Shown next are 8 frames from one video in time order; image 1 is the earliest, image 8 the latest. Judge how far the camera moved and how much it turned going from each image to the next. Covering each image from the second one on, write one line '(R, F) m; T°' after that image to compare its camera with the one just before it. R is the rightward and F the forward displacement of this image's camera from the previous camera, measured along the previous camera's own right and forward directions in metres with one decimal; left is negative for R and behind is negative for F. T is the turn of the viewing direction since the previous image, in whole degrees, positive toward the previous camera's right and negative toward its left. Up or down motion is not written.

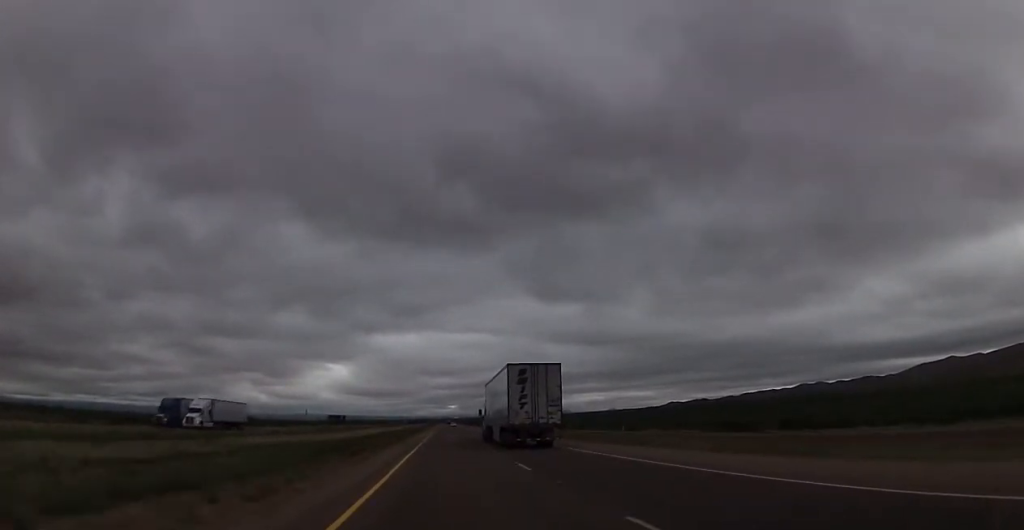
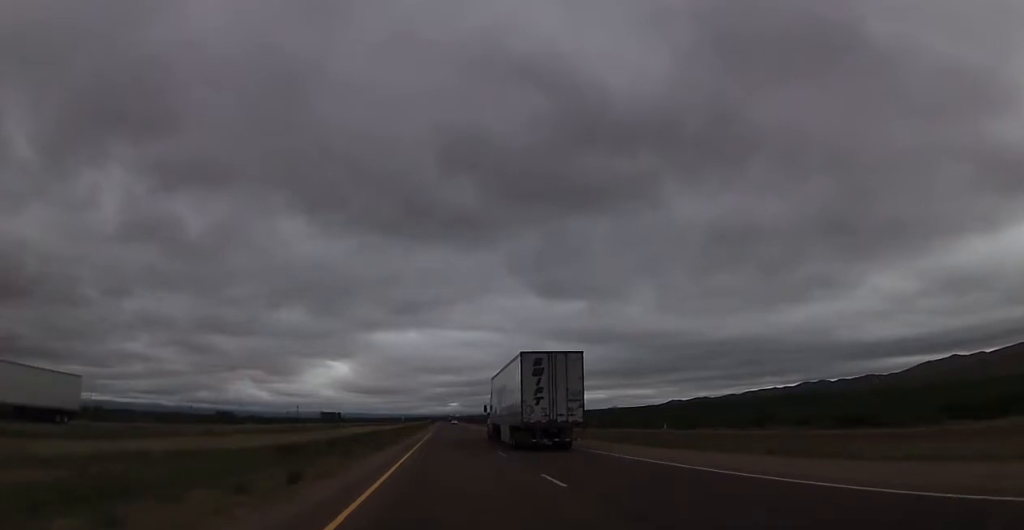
(+0.3, +29.3) m; +1°
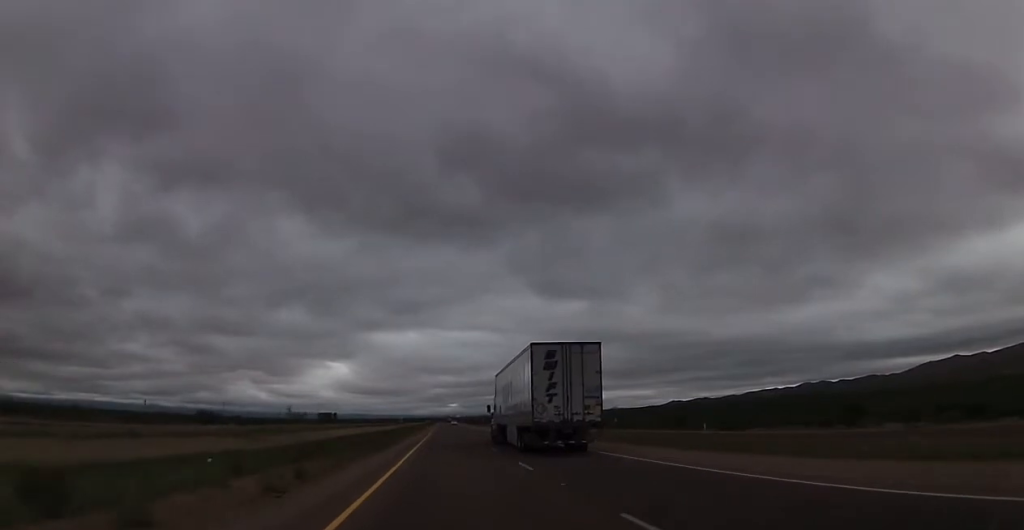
(0.0, +19.5) m; 0°
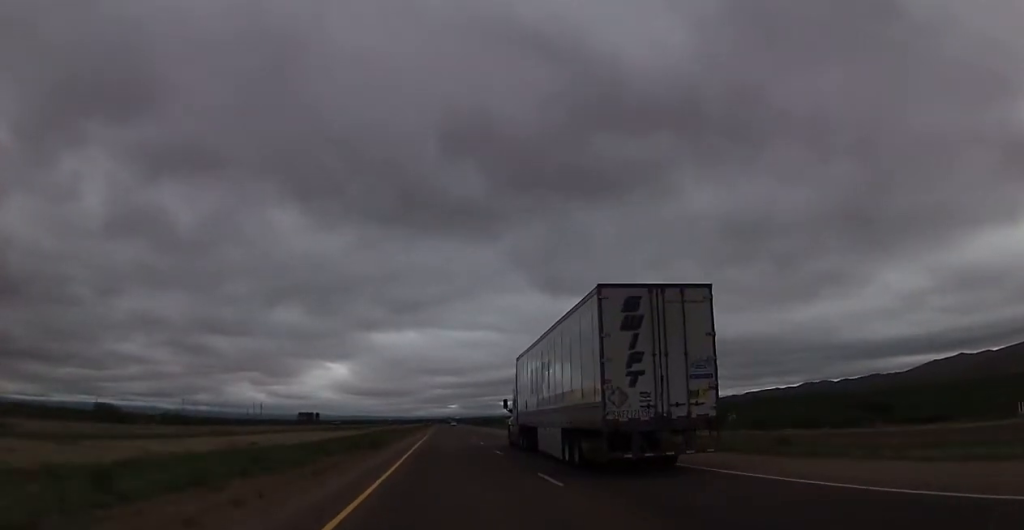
(0.0, +65.6) m; 0°
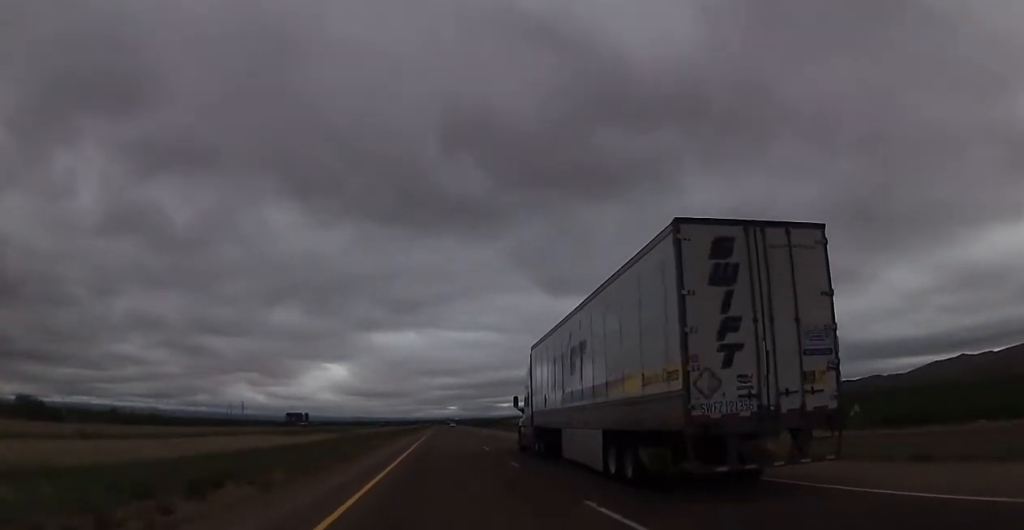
(0.0, +30.2) m; 0°
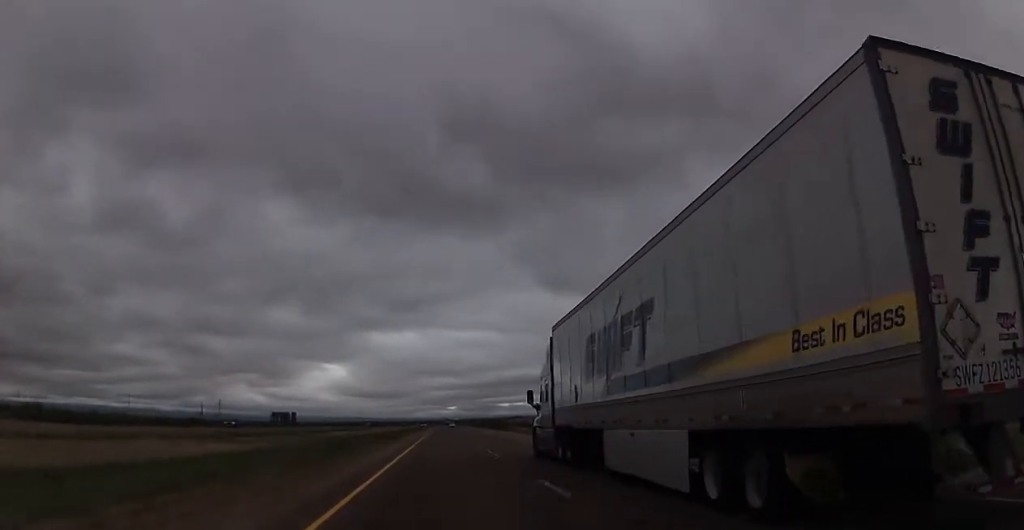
(0.0, +32.5) m; 0°
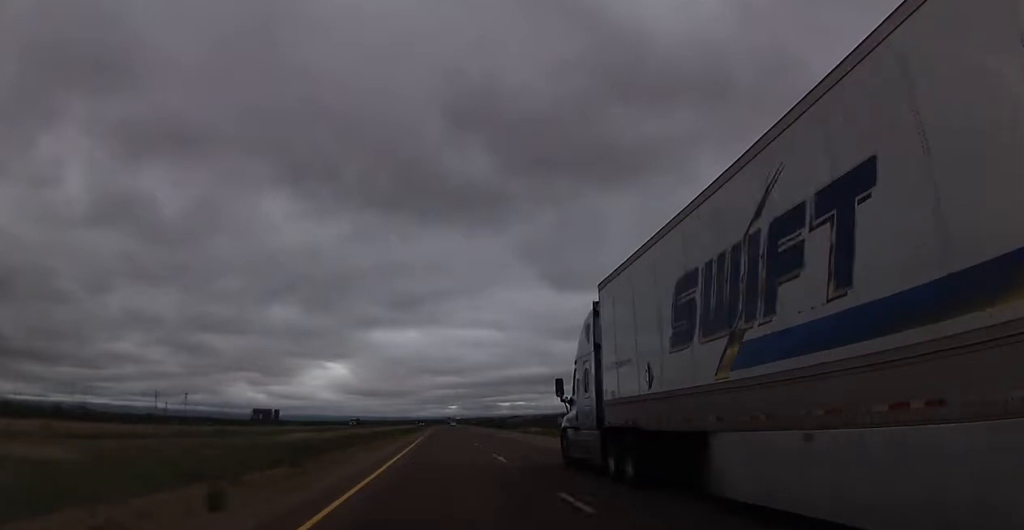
(0.0, +38.6) m; 0°
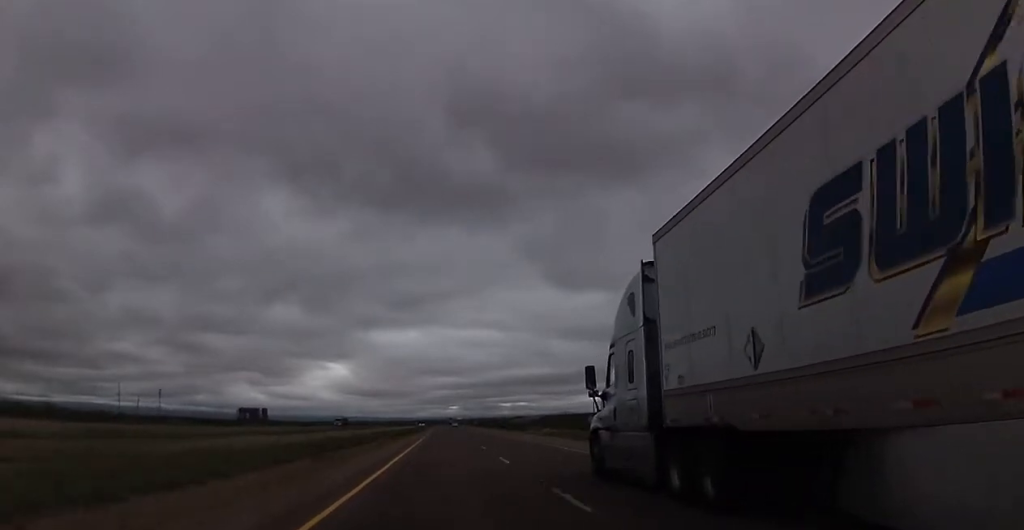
(0.0, +24.2) m; 0°
